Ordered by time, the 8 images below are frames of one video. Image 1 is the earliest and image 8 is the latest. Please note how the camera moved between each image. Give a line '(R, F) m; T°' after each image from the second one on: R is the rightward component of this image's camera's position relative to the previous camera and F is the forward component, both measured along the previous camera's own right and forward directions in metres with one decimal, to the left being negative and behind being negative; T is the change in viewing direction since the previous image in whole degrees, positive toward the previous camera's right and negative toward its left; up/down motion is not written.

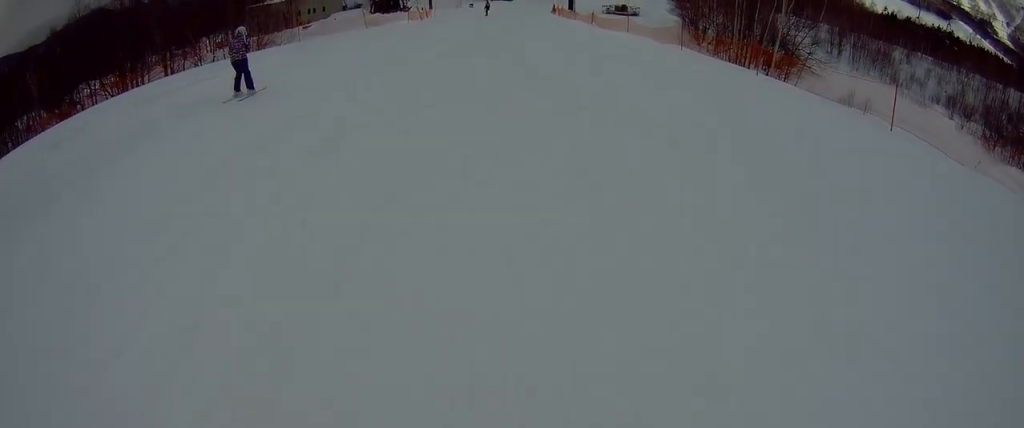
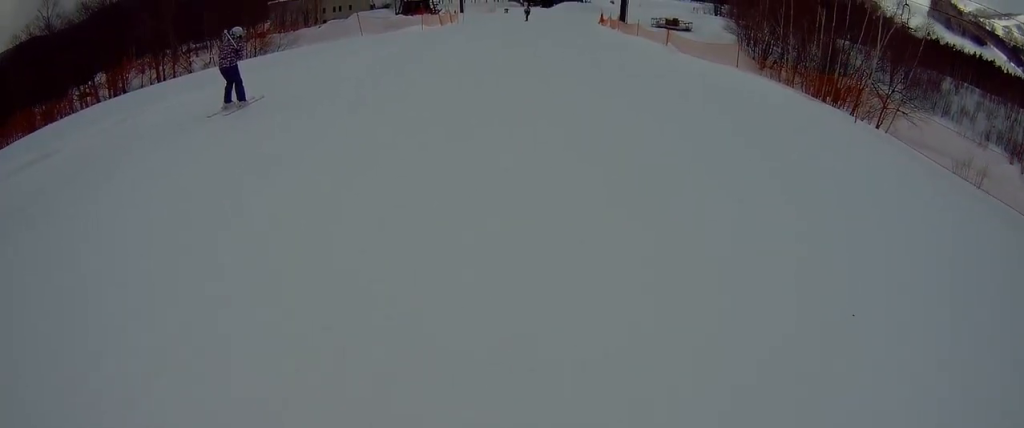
(0.0, +9.0) m; 0°
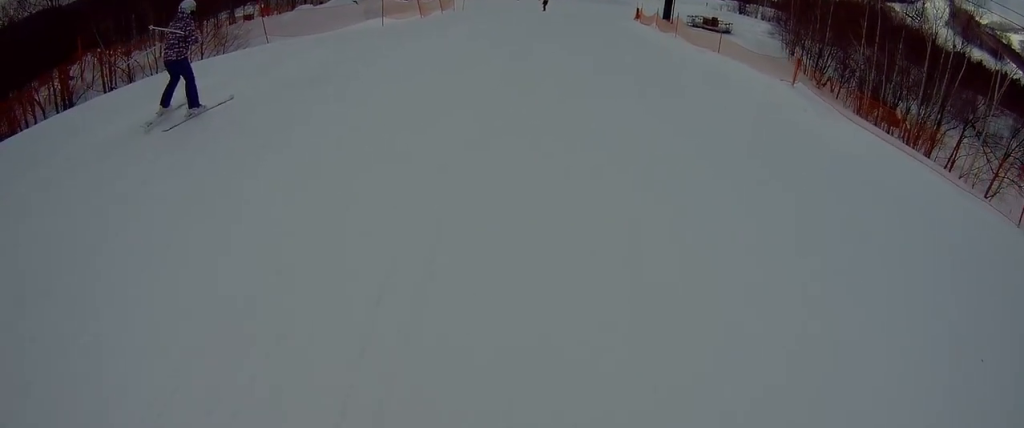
(-0.1, +10.7) m; -2°
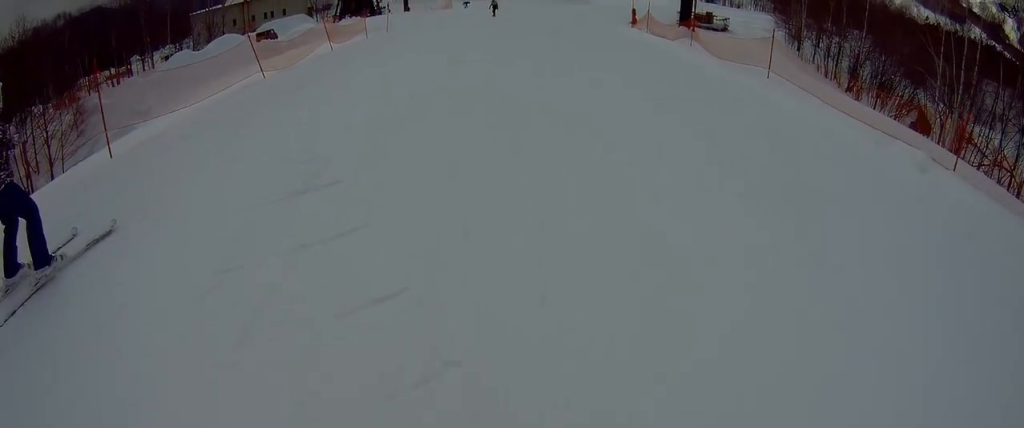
(-0.7, +12.2) m; -5°
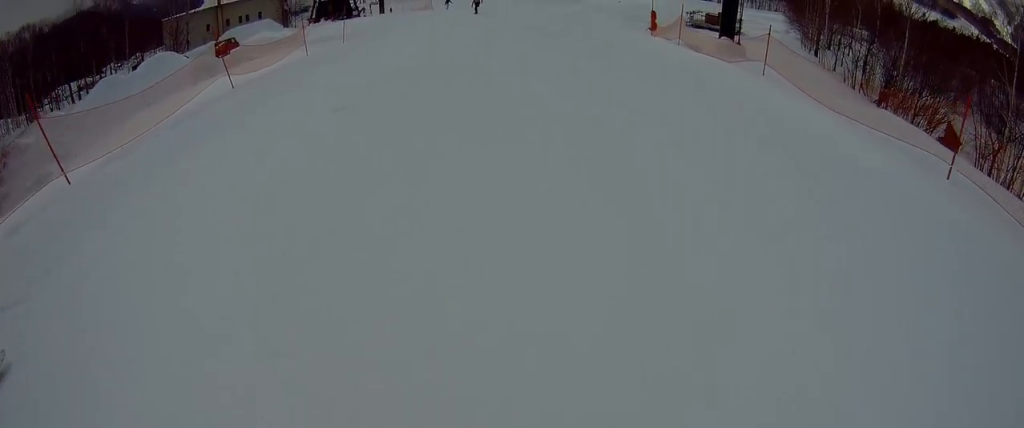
(0.0, +6.1) m; +2°
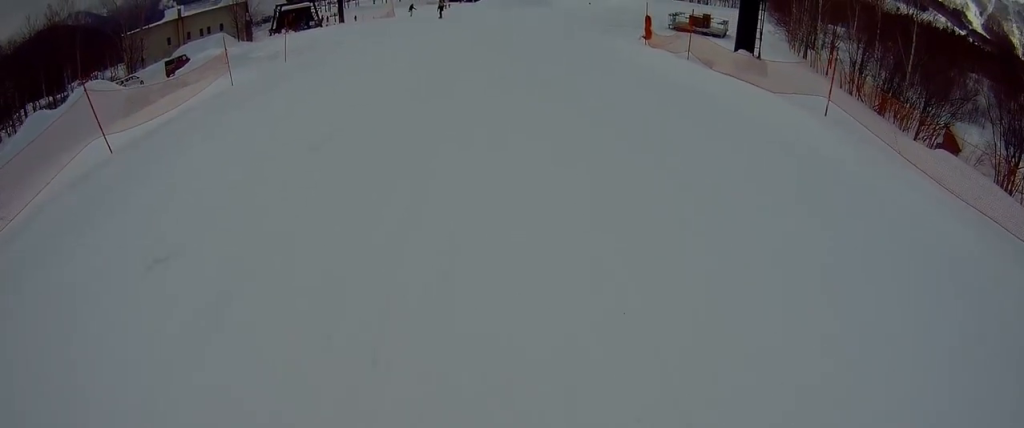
(+0.1, +3.8) m; +2°
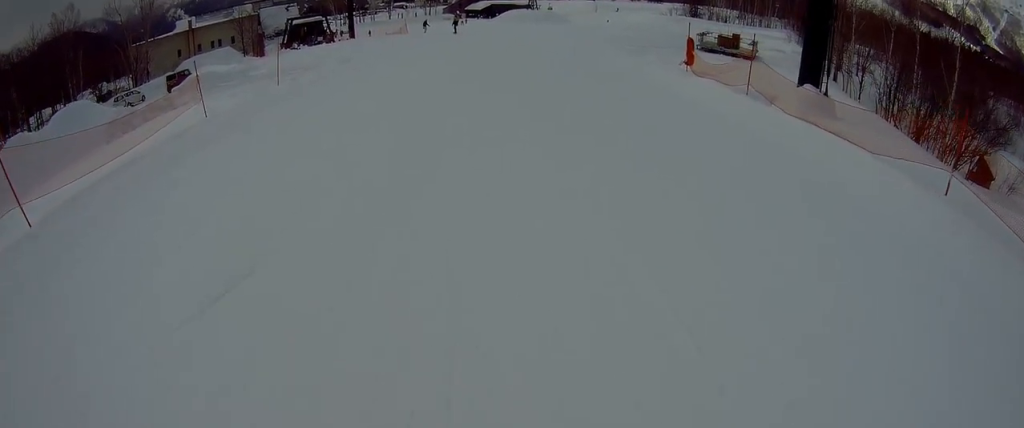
(0.0, +2.8) m; -1°
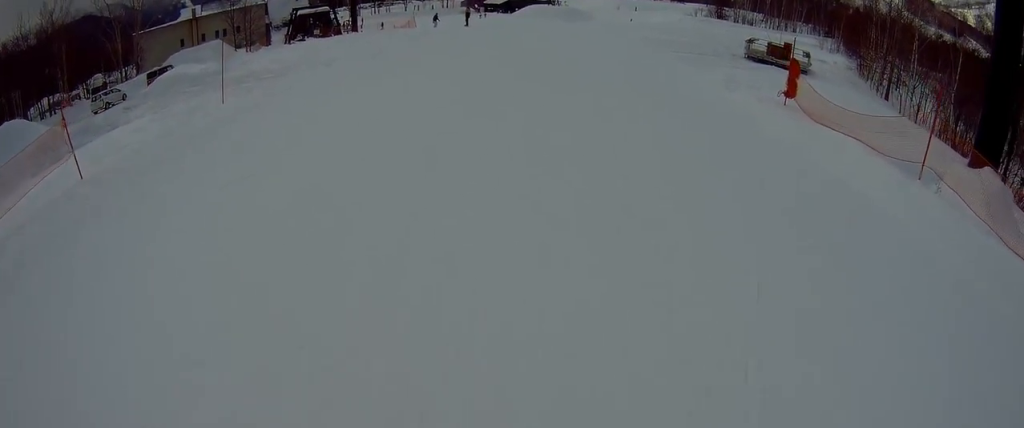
(-0.1, +5.7) m; +2°
